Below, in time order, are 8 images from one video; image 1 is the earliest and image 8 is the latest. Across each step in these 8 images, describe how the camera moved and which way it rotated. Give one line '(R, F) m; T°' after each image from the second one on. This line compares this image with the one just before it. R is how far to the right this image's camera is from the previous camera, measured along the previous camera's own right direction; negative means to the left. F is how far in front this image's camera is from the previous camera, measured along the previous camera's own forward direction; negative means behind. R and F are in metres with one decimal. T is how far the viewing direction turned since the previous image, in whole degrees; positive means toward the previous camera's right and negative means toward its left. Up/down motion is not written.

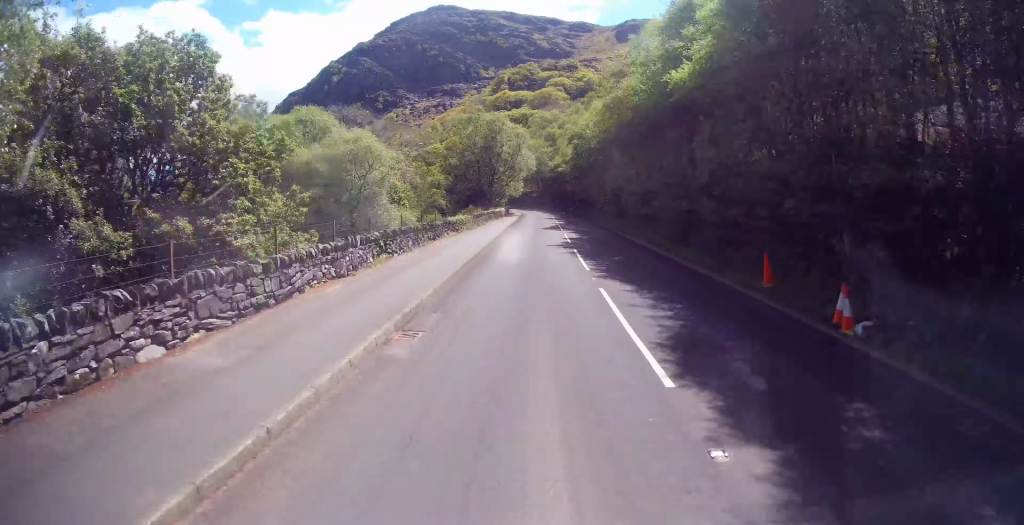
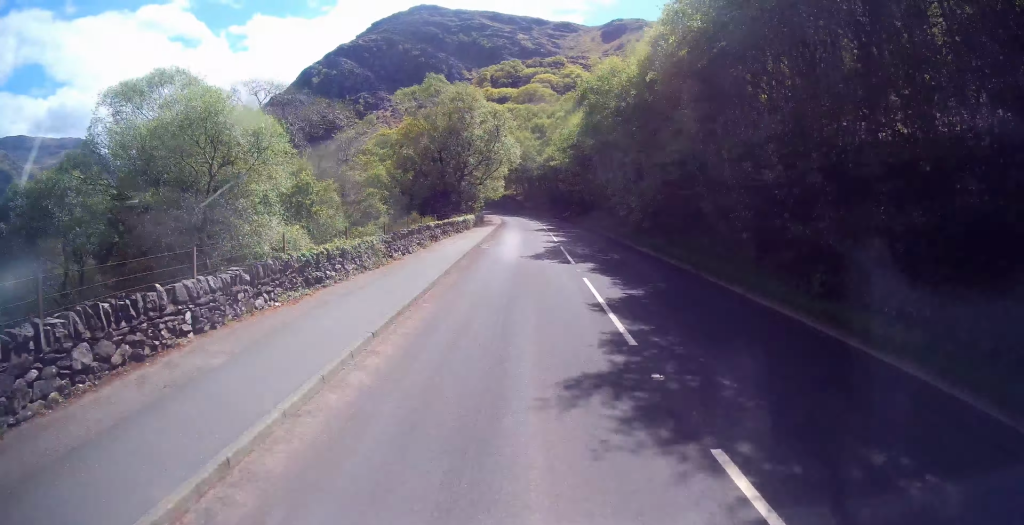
(+0.2, +17.4) m; +1°
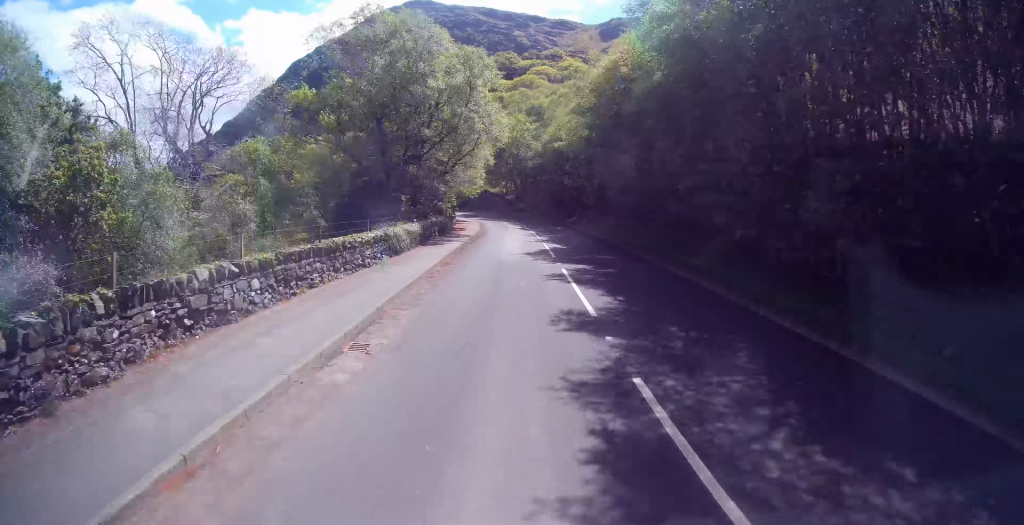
(0.0, +17.2) m; 0°
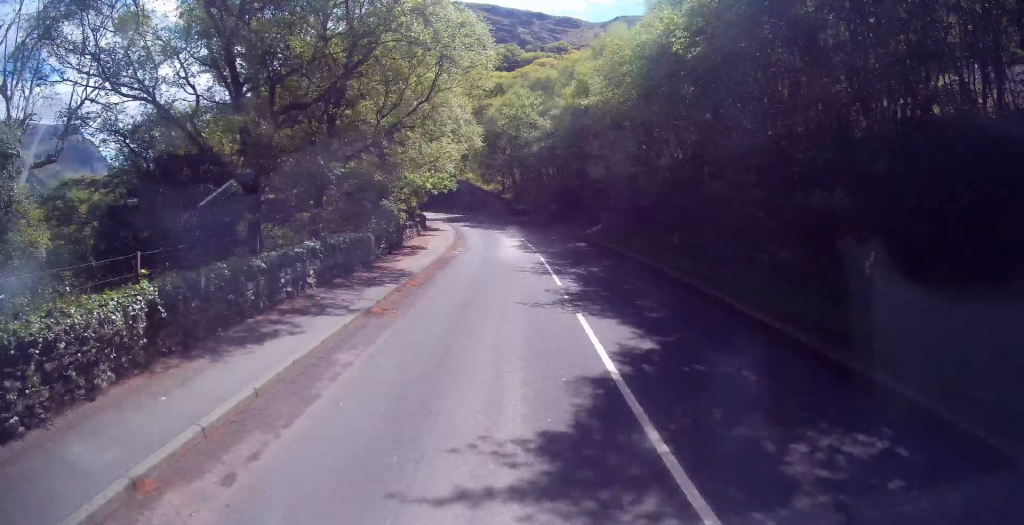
(0.0, +15.7) m; 0°
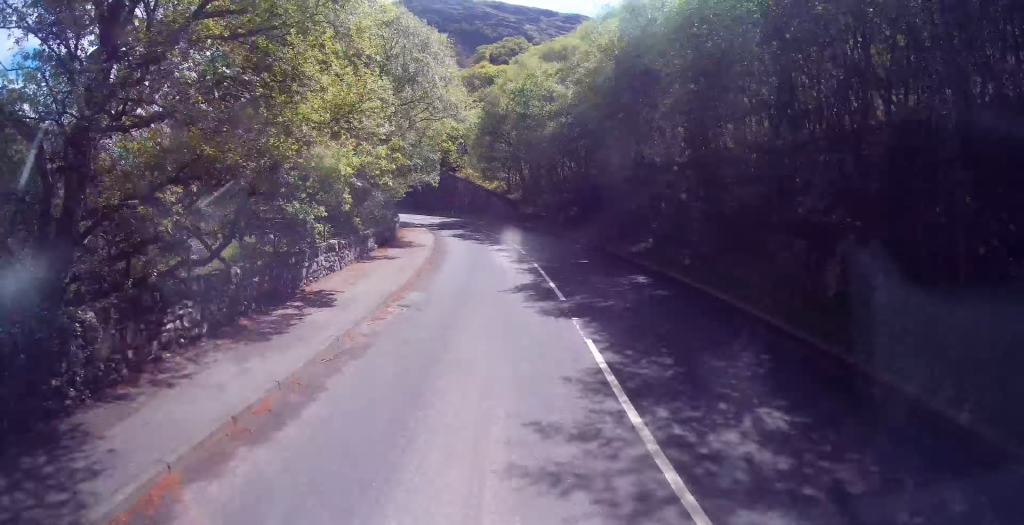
(-0.1, +11.2) m; 0°
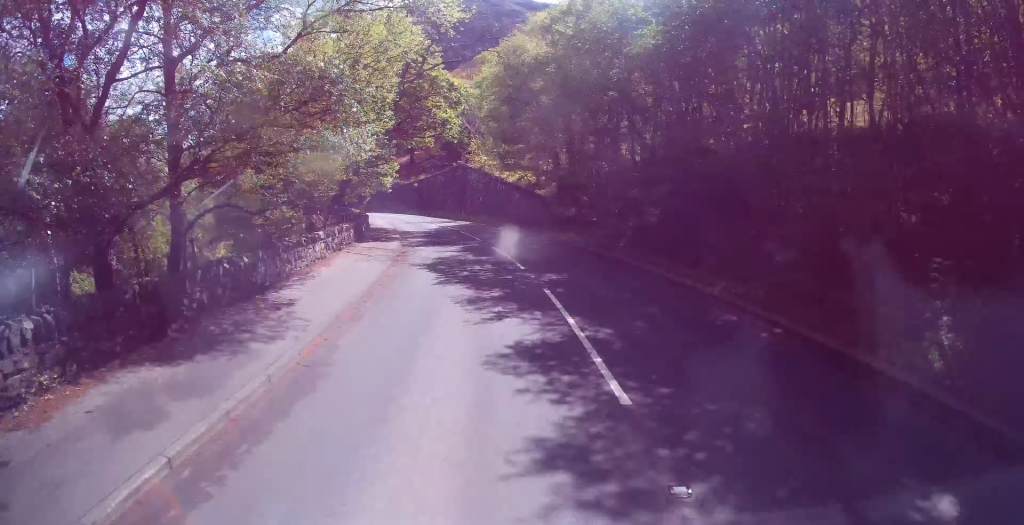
(+0.1, +15.6) m; +1°
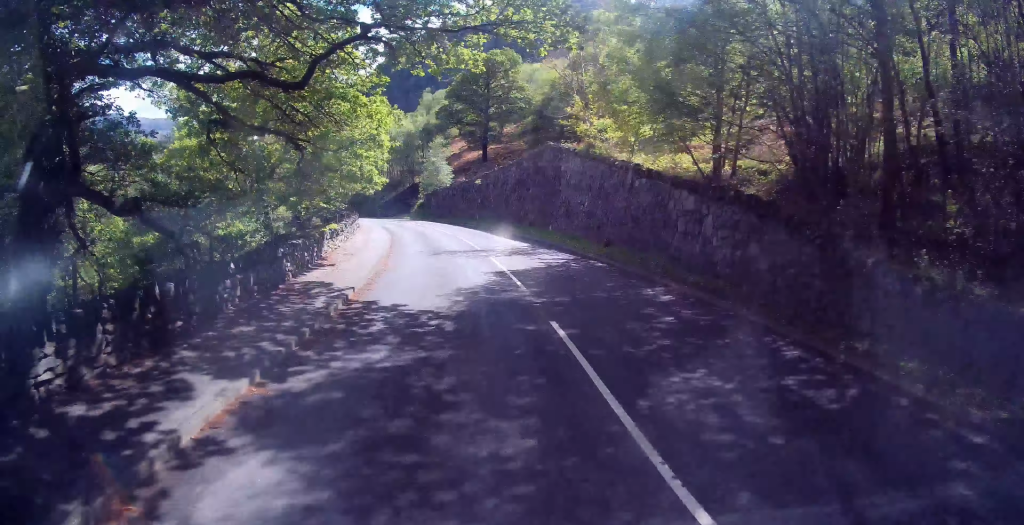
(-0.4, +22.5) m; -6°
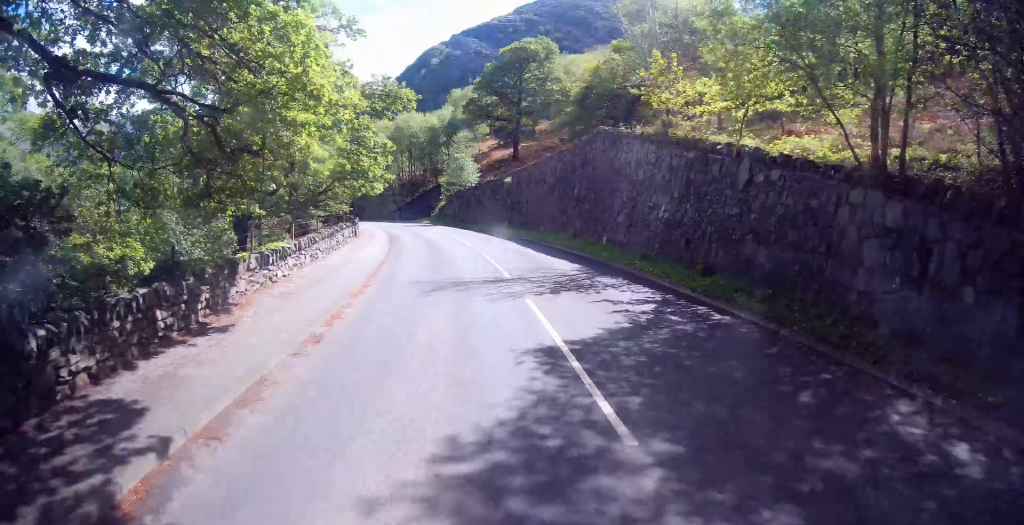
(+0.1, +7.4) m; -4°
